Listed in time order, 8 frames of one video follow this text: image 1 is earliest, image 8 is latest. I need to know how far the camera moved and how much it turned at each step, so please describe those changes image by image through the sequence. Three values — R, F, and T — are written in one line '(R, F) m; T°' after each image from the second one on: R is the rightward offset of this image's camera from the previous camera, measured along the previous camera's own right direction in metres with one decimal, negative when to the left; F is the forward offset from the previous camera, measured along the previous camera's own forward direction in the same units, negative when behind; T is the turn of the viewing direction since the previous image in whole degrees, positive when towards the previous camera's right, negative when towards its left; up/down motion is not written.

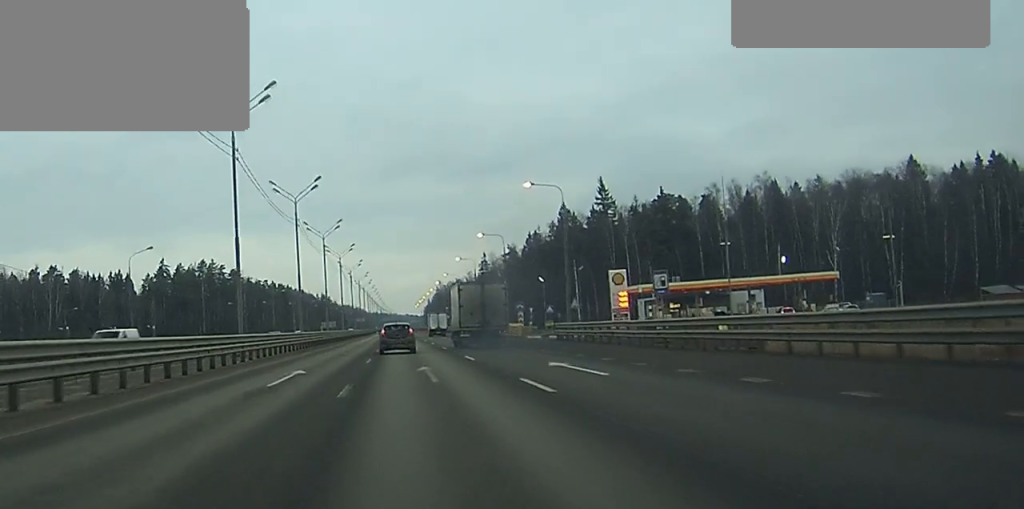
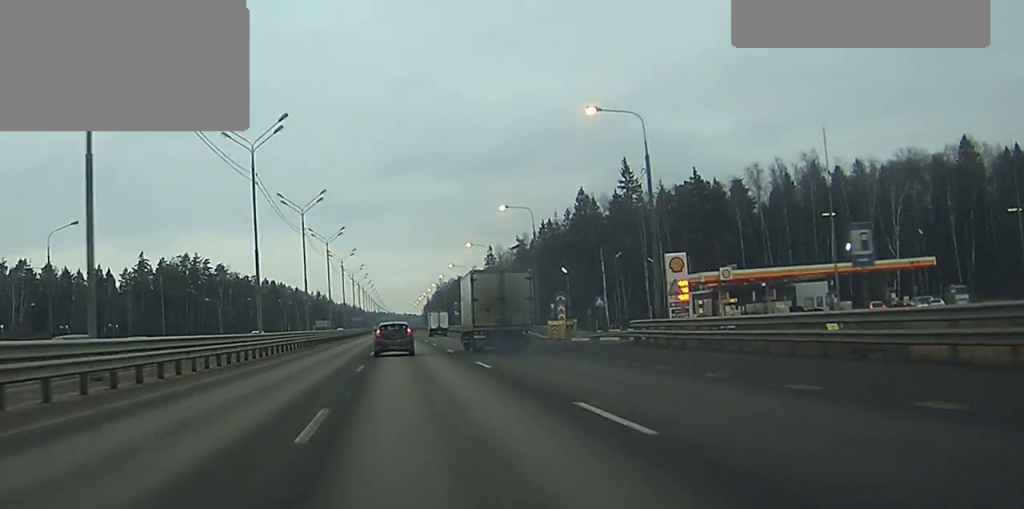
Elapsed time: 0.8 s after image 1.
(+0.2, +23.5) m; 0°
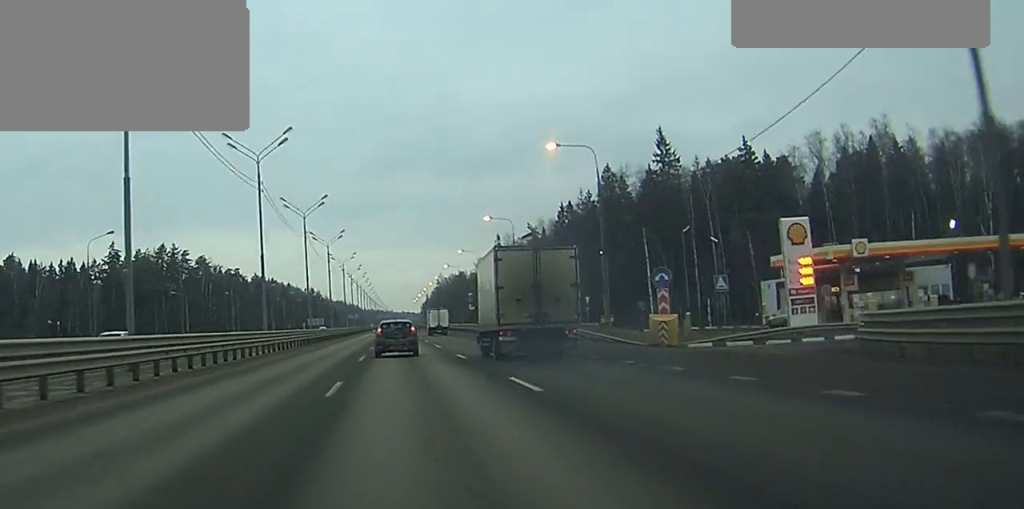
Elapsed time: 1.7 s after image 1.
(+0.1, +26.7) m; 0°
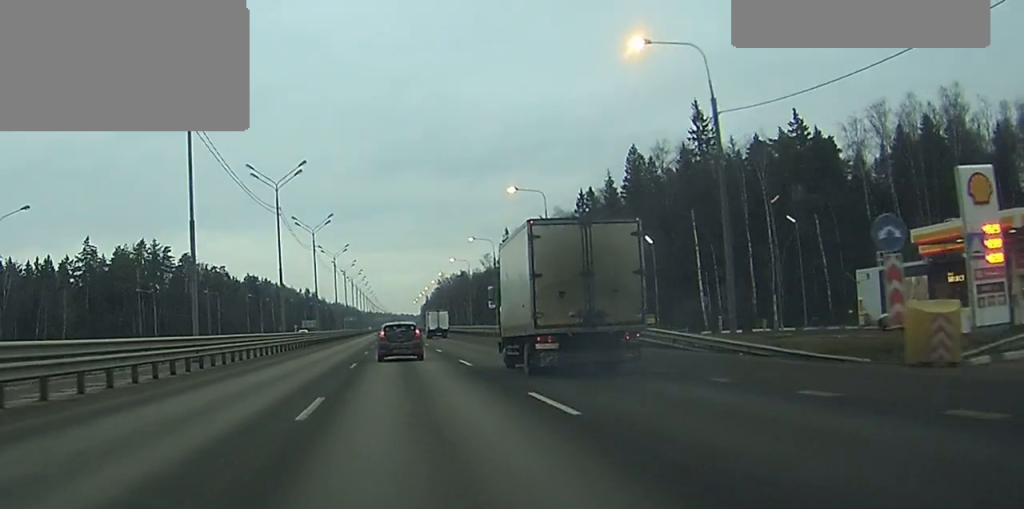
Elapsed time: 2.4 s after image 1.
(0.0, +20.1) m; 0°
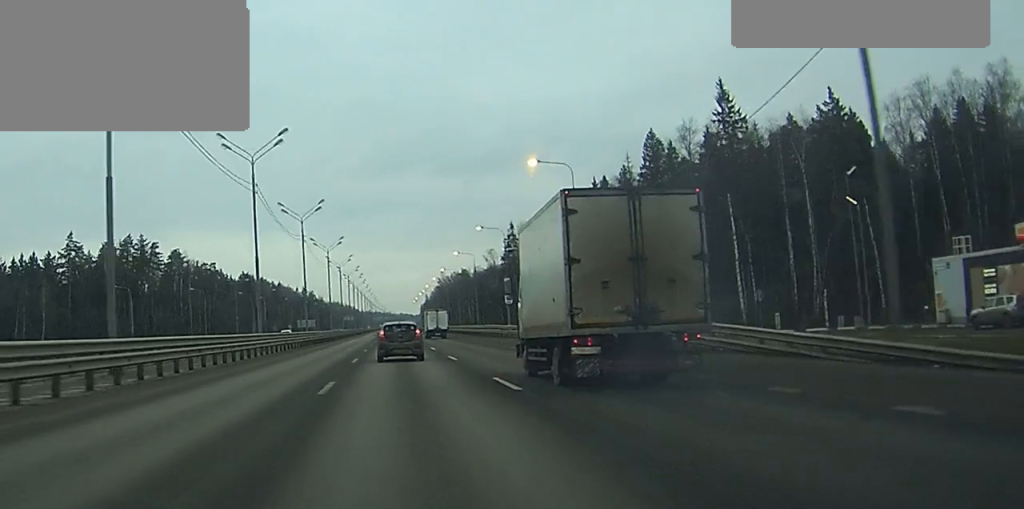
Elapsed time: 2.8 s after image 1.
(0.0, +11.3) m; 0°
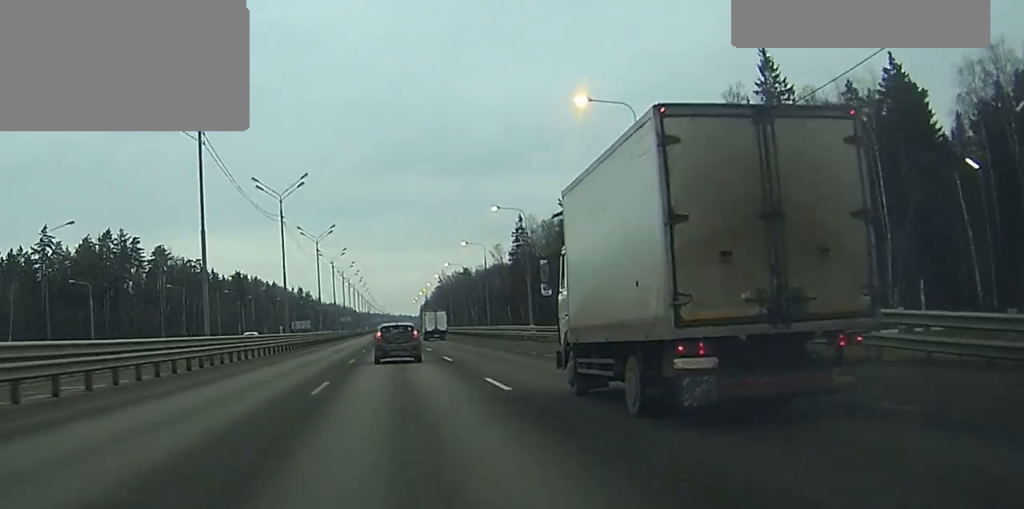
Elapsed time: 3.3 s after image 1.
(0.0, +15.8) m; 0°
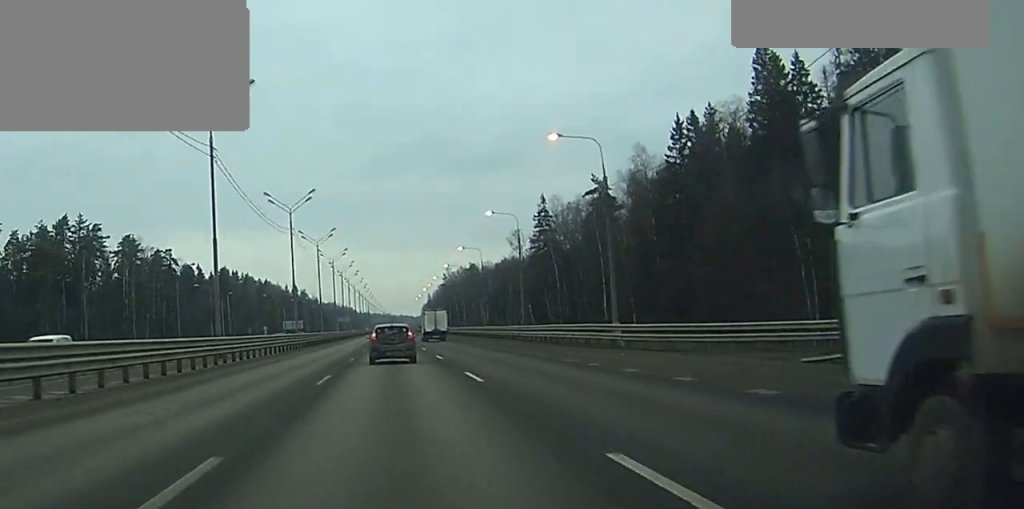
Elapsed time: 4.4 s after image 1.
(0.0, +28.6) m; 0°
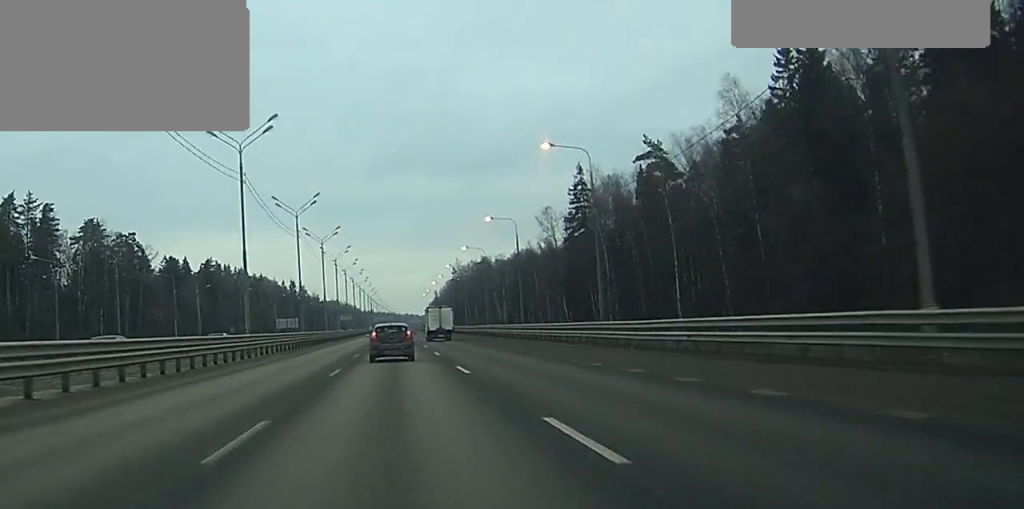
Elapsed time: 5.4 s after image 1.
(-0.1, +28.3) m; 0°
